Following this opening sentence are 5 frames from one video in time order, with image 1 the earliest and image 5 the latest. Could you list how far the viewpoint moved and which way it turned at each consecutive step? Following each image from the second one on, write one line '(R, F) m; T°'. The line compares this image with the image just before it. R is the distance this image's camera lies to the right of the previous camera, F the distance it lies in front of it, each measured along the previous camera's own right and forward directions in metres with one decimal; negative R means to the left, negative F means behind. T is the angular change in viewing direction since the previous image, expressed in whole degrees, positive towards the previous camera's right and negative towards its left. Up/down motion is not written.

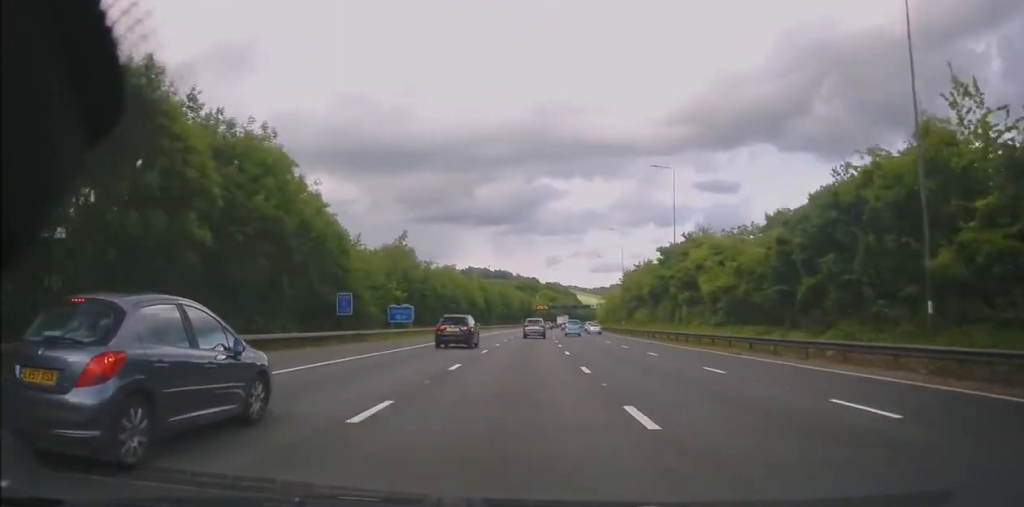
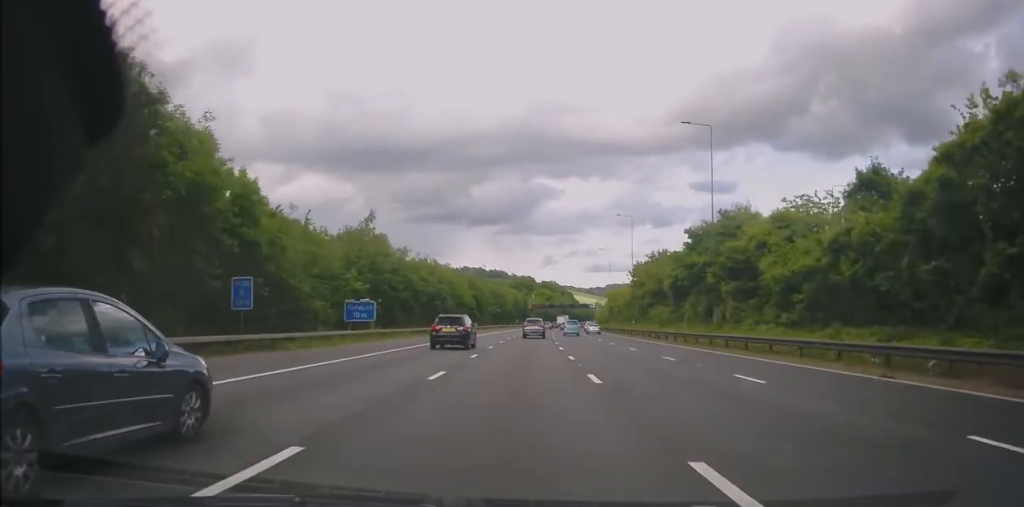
(-0.1, +12.2) m; +1°
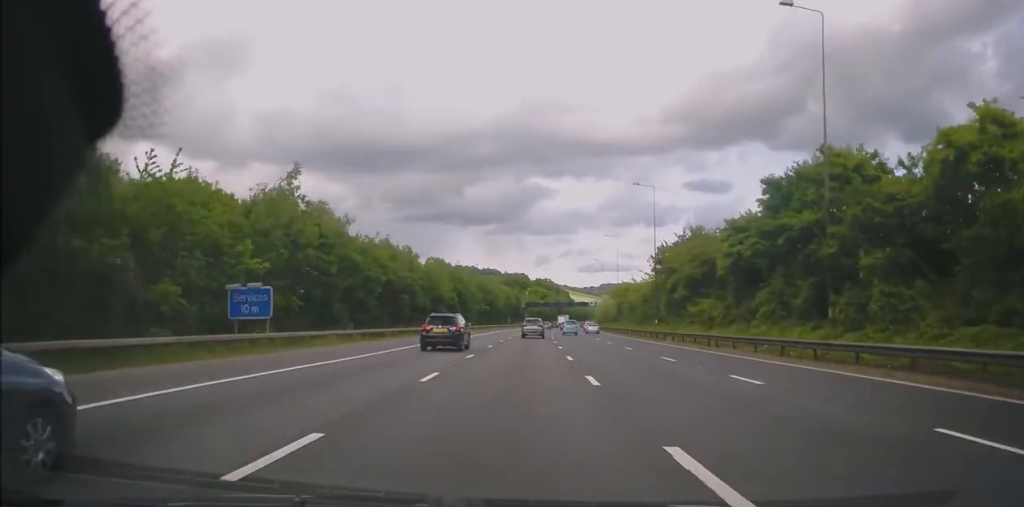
(+0.3, +17.3) m; +1°
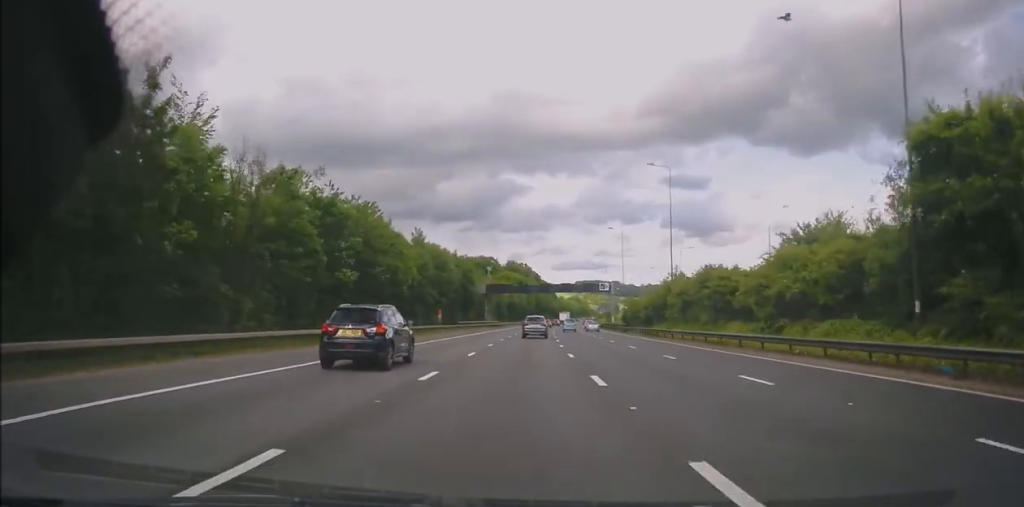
(+1.0, +80.2) m; +2°
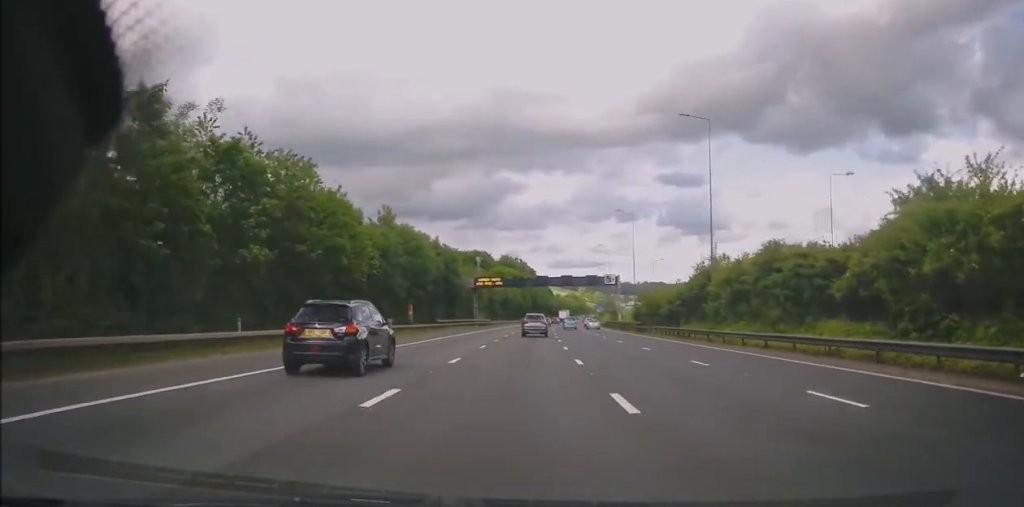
(+0.1, +13.2) m; +1°
